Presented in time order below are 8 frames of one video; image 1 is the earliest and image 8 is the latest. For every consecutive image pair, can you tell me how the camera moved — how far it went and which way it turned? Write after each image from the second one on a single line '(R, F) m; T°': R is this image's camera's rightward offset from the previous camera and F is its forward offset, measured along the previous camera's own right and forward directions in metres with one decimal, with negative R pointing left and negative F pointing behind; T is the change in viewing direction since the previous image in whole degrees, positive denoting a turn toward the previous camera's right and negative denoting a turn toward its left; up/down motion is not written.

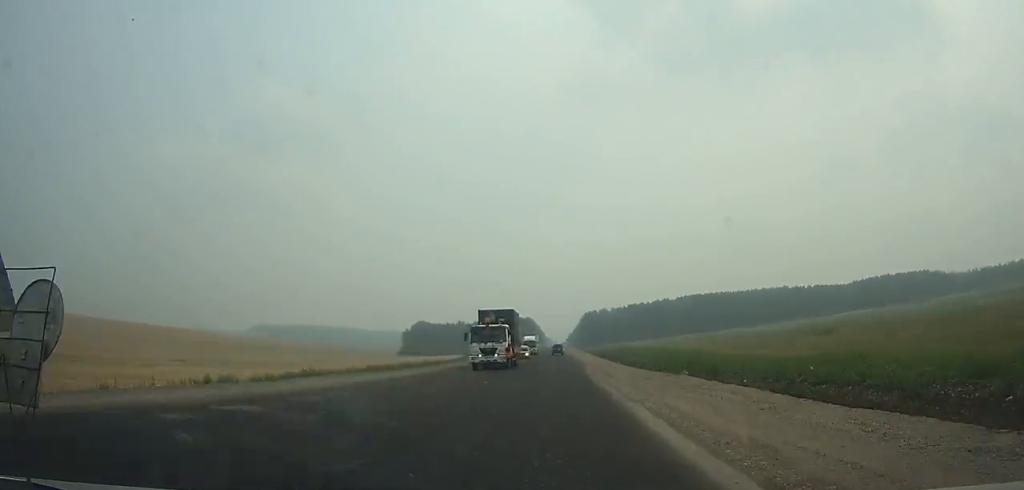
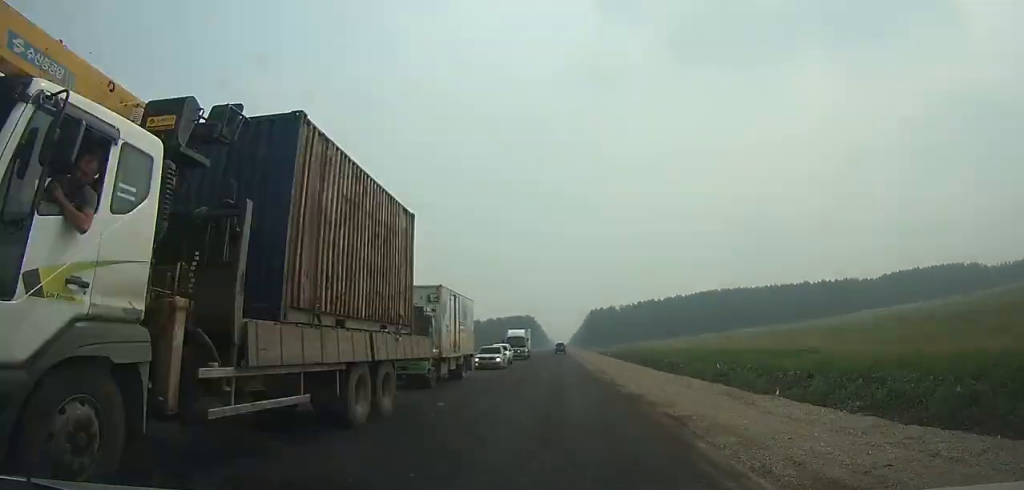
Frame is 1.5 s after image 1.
(-0.1, +33.7) m; 0°
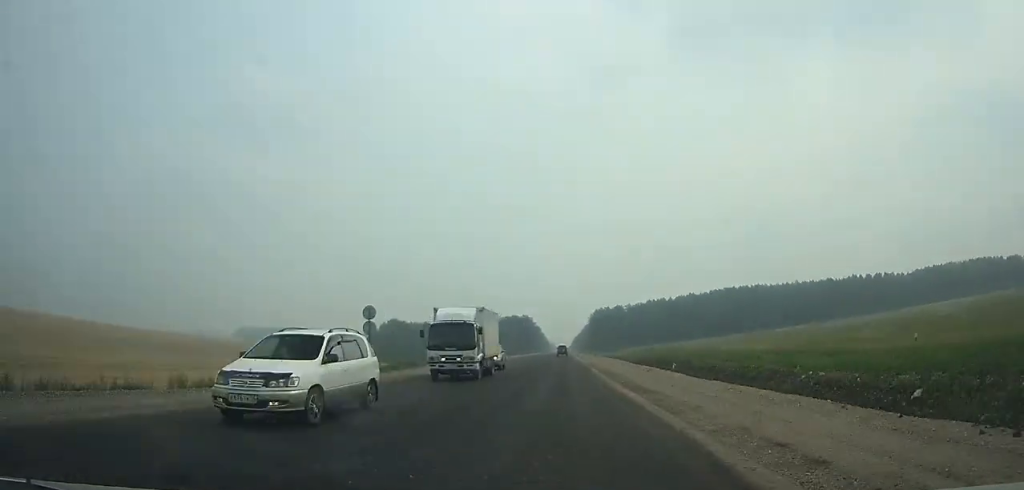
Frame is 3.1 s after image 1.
(-0.1, +36.2) m; 0°
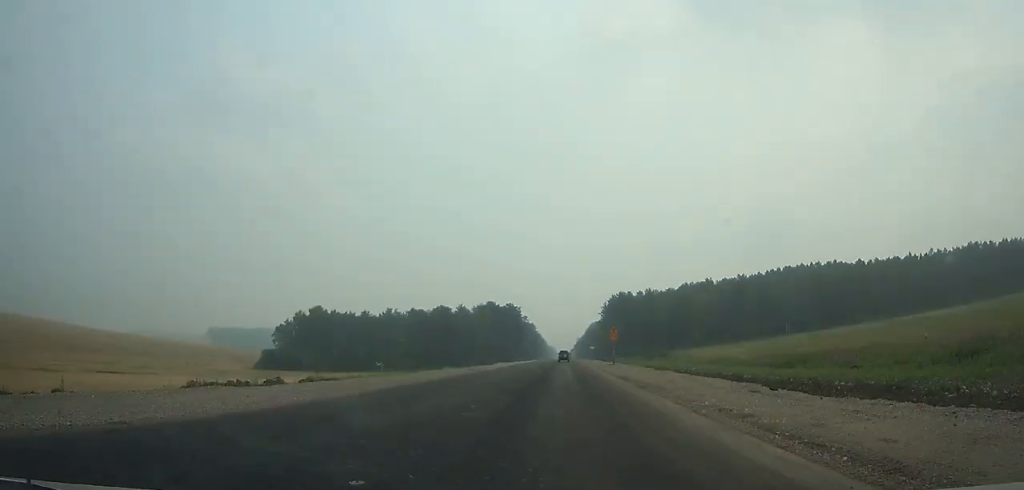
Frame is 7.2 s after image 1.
(-0.1, +95.2) m; 0°
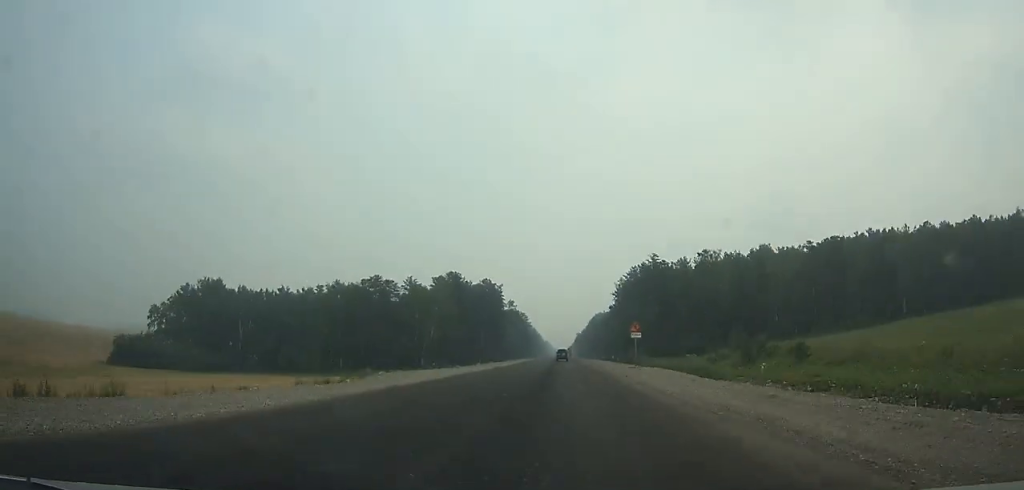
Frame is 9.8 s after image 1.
(0.0, +61.9) m; 0°
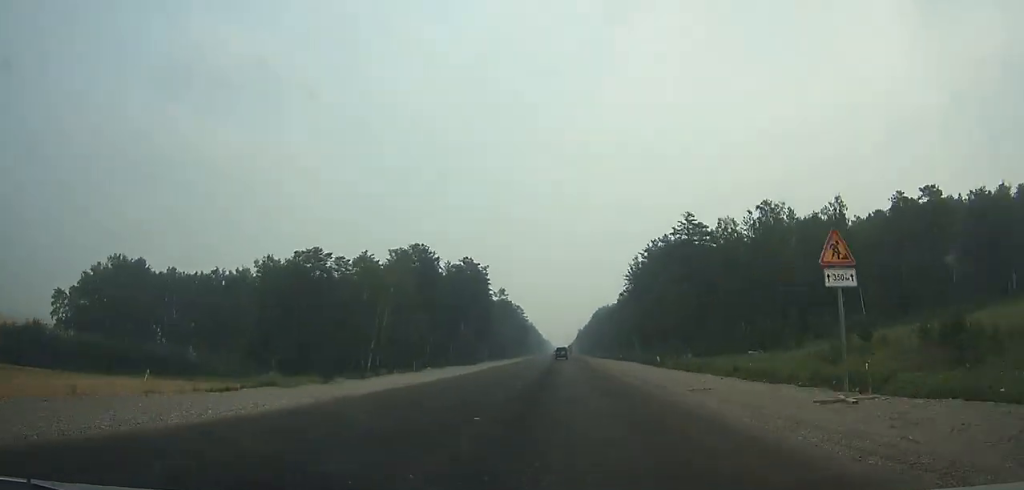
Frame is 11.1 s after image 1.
(0.0, +31.4) m; 0°
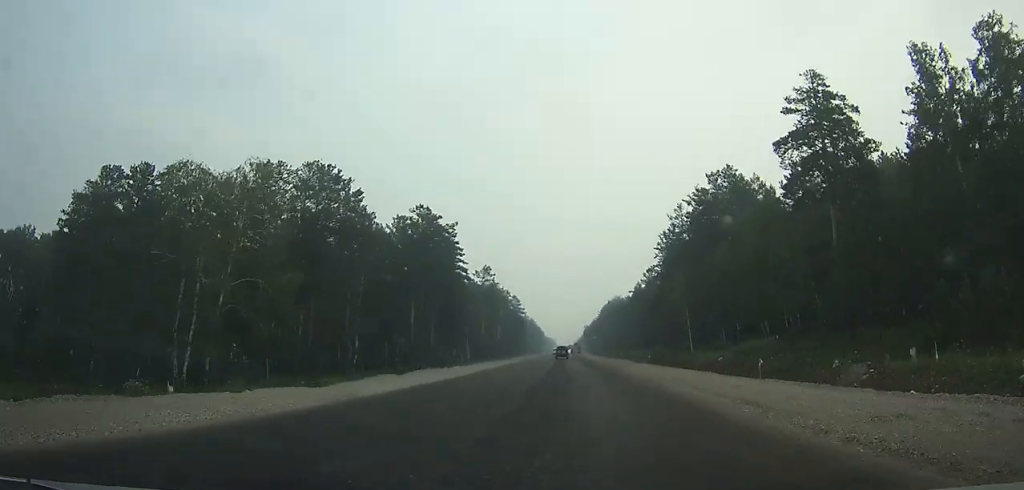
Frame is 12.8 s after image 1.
(0.0, +42.4) m; 0°
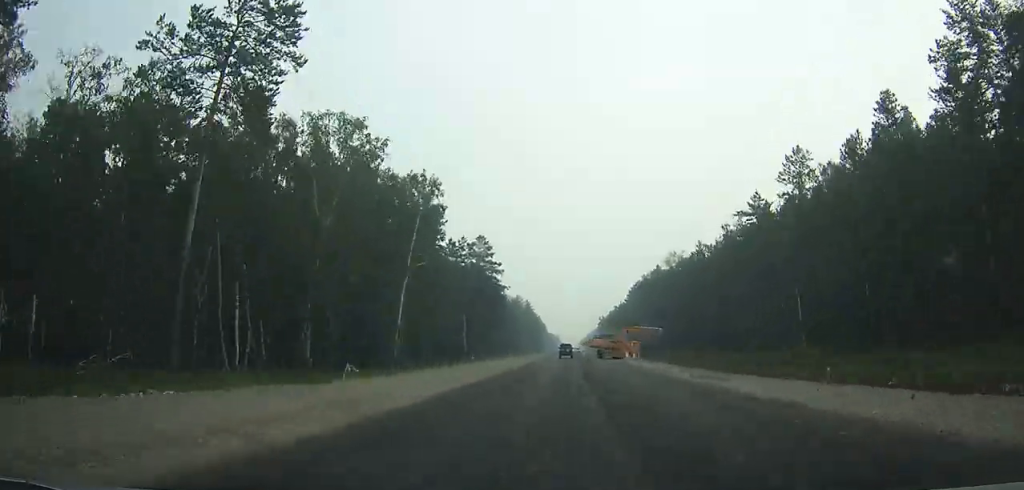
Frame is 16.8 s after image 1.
(-0.1, +104.4) m; +2°
